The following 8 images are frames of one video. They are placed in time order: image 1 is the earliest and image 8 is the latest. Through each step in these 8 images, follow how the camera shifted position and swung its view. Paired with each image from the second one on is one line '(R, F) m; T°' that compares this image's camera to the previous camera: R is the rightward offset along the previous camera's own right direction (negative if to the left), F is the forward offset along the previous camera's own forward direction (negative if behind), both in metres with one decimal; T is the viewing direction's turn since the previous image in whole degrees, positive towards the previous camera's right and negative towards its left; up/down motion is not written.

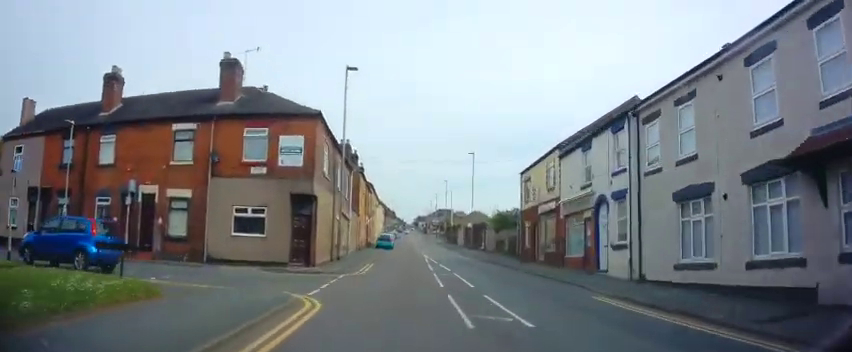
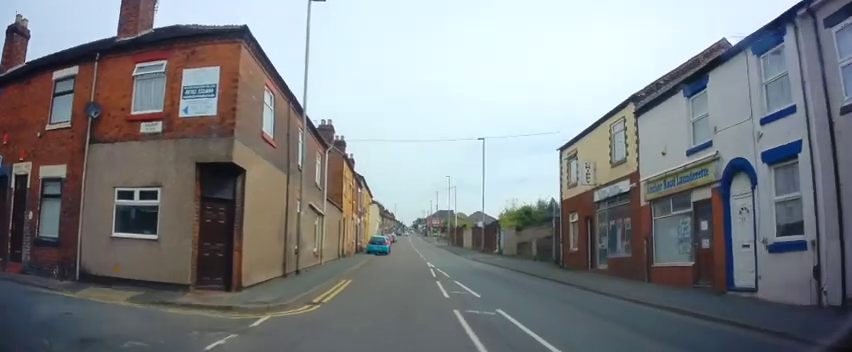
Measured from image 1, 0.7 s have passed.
(+0.1, +8.4) m; +1°
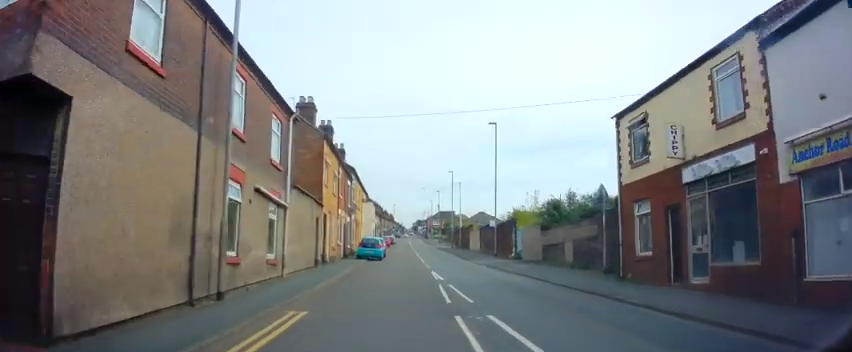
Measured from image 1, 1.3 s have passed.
(+0.1, +6.4) m; 0°
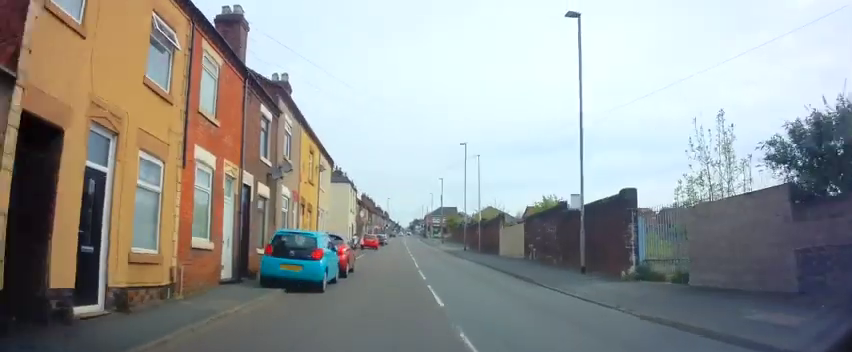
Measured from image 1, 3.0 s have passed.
(-0.4, +19.1) m; 0°
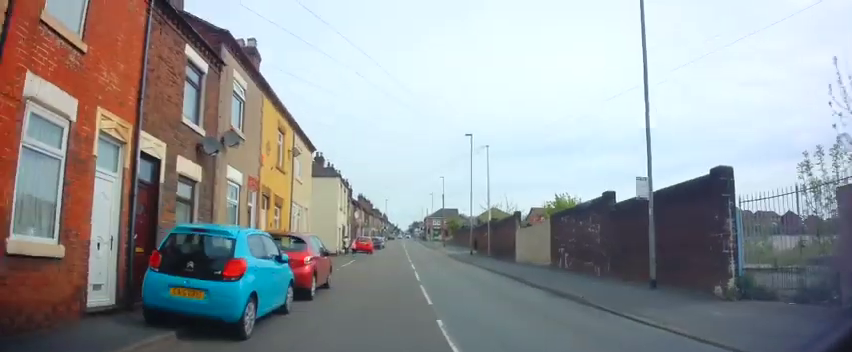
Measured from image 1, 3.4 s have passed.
(0.0, +5.4) m; 0°
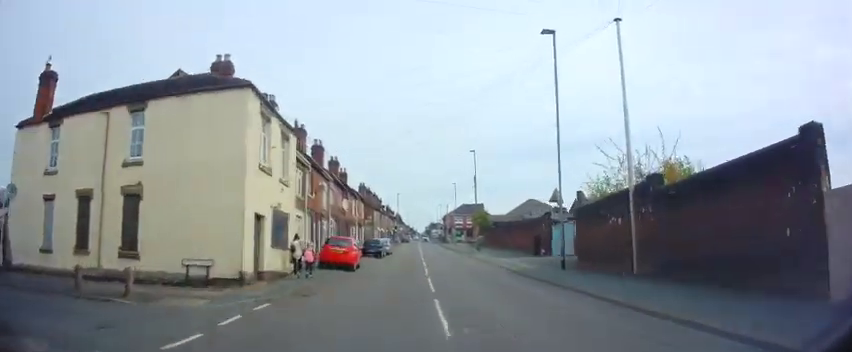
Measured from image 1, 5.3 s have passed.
(-0.5, +22.0) m; -4°
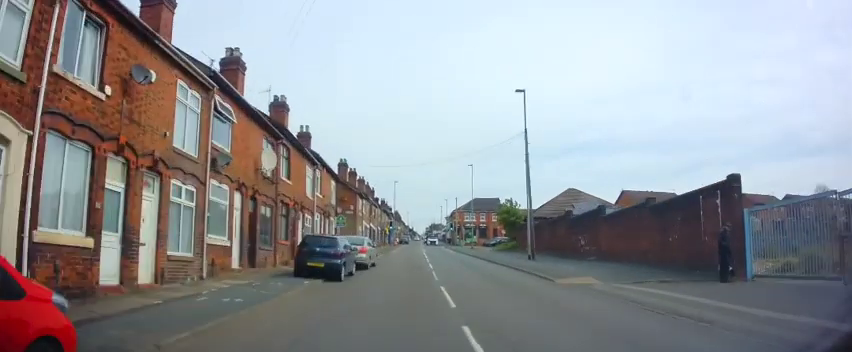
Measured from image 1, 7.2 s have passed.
(+0.4, +21.6) m; +1°
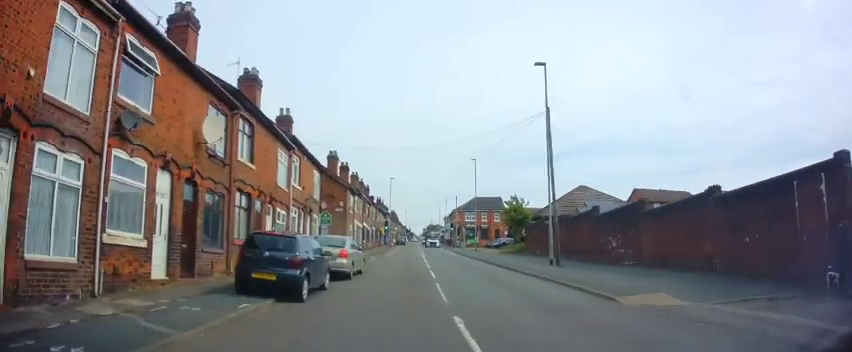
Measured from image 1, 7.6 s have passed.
(-0.1, +5.1) m; 0°
